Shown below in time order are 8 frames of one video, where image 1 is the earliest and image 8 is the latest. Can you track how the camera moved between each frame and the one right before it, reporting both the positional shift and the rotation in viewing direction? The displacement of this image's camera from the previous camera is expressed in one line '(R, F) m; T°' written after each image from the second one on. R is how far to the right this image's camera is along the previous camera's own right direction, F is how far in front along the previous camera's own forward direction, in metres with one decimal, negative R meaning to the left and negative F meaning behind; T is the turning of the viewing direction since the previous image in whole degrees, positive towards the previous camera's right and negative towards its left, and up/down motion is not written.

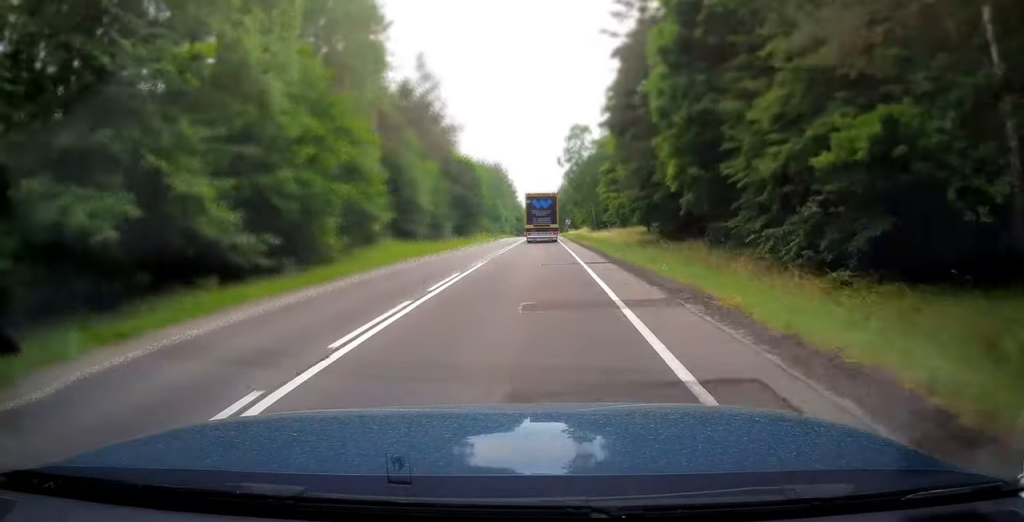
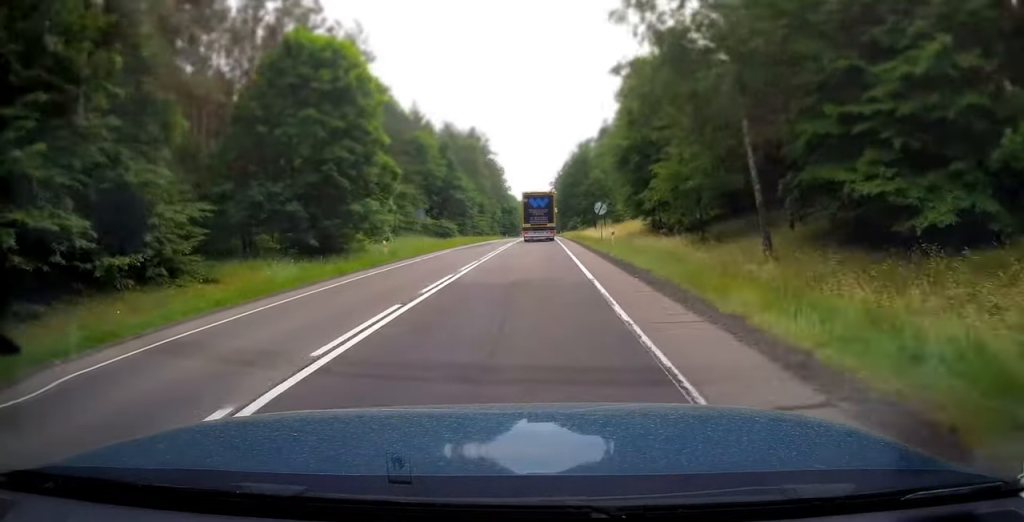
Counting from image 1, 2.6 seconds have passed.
(-0.3, +62.1) m; 0°
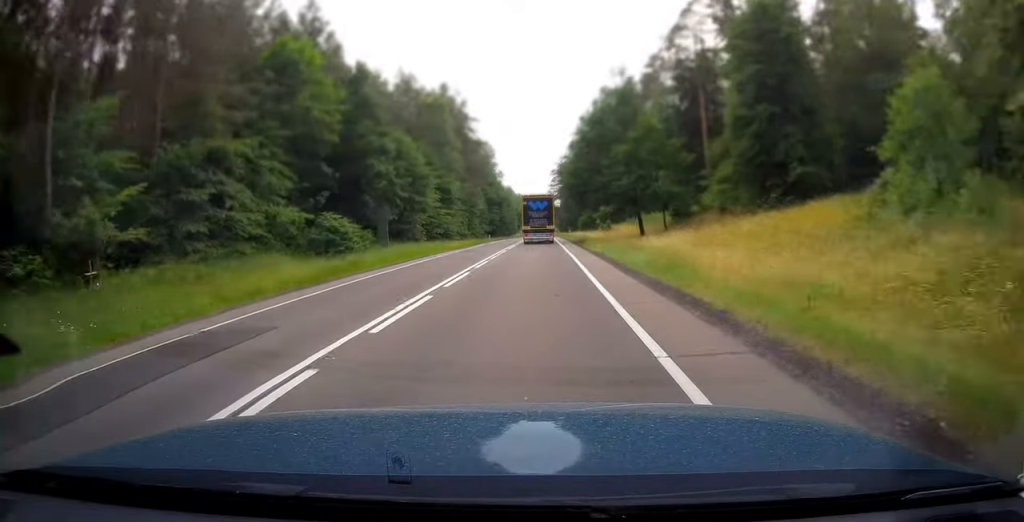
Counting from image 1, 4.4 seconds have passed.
(0.0, +42.0) m; 0°
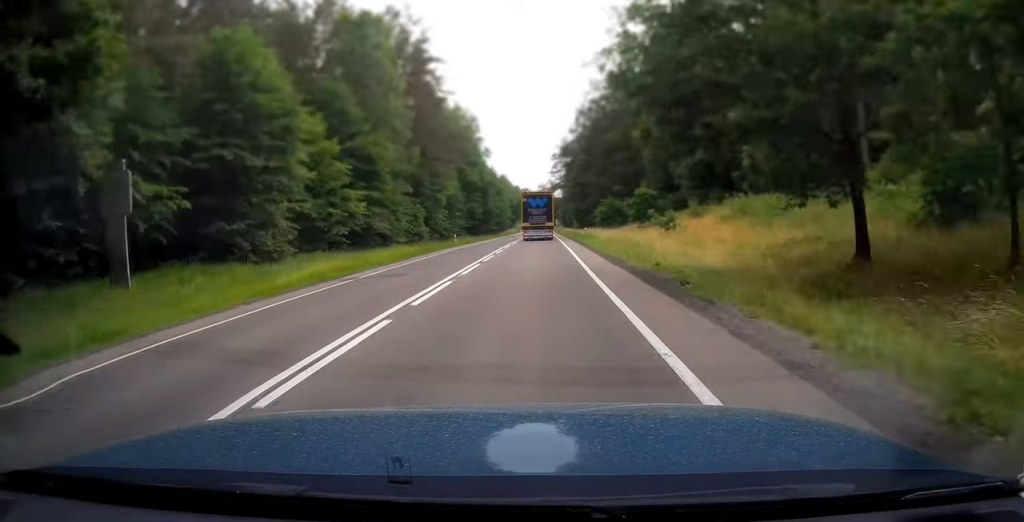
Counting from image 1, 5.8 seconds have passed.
(+0.1, +34.3) m; 0°
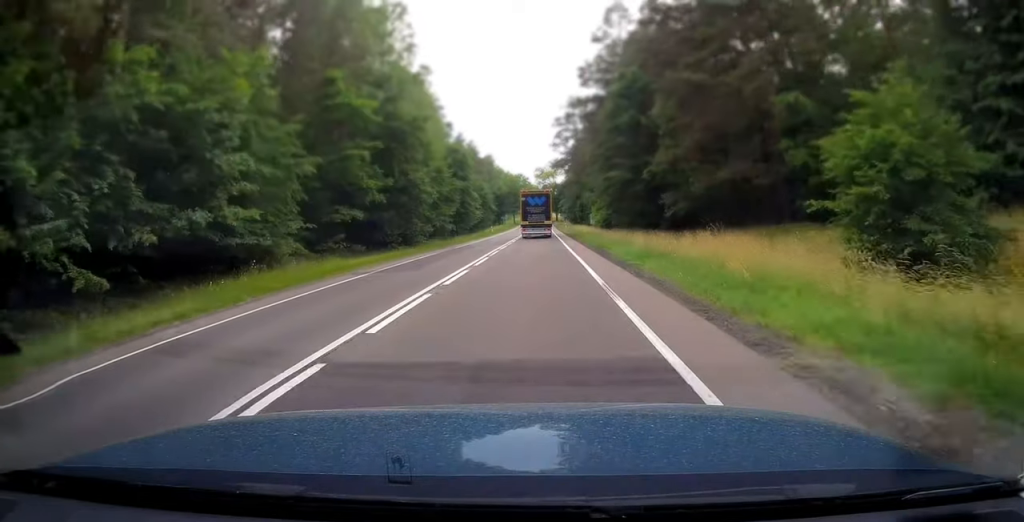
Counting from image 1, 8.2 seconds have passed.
(+0.3, +57.9) m; 0°
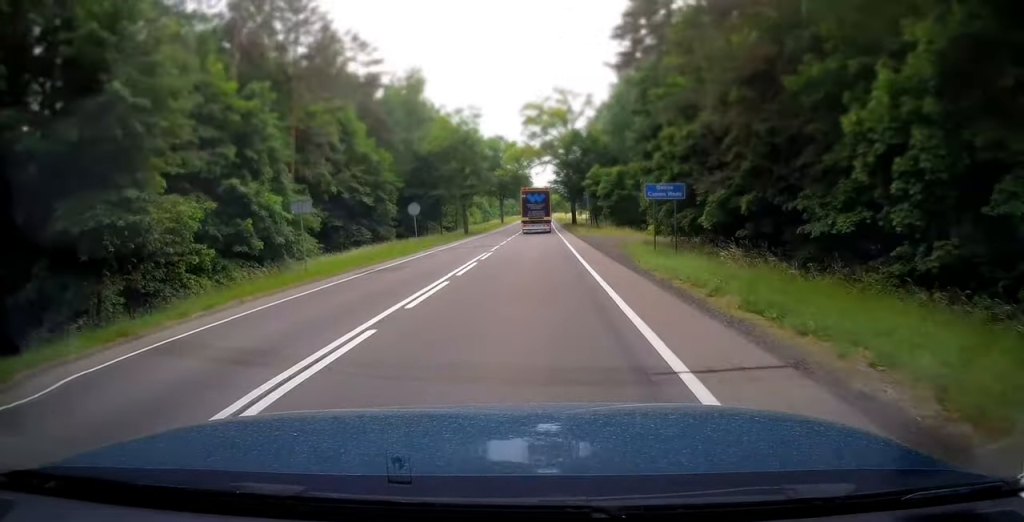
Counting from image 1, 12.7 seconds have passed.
(-0.6, +108.7) m; 0°
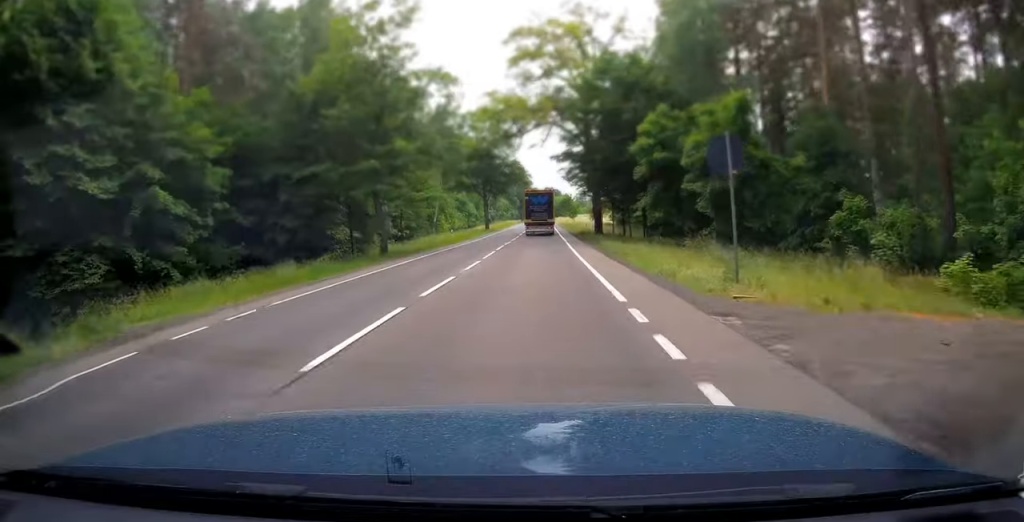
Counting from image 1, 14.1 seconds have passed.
(-0.2, +34.6) m; 0°
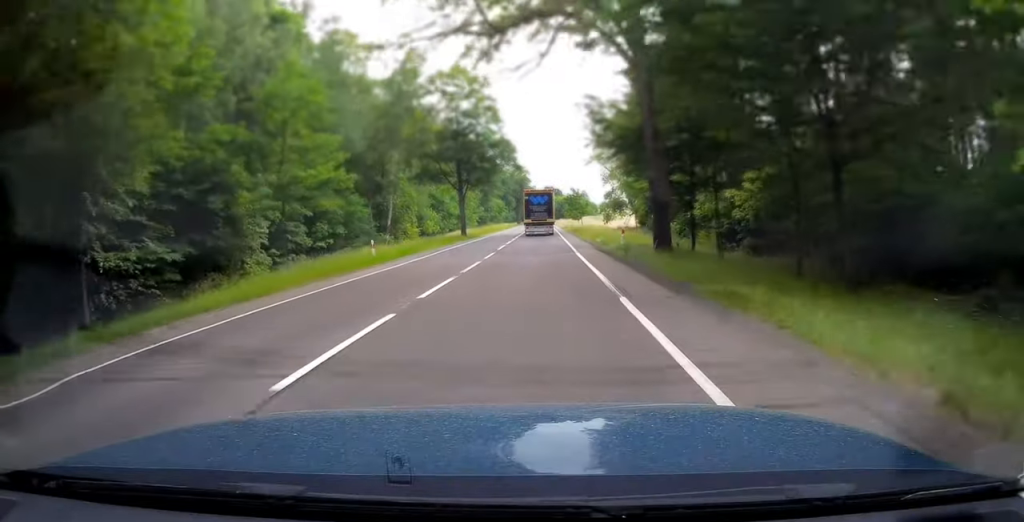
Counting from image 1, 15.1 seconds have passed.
(+0.1, +24.8) m; 0°
